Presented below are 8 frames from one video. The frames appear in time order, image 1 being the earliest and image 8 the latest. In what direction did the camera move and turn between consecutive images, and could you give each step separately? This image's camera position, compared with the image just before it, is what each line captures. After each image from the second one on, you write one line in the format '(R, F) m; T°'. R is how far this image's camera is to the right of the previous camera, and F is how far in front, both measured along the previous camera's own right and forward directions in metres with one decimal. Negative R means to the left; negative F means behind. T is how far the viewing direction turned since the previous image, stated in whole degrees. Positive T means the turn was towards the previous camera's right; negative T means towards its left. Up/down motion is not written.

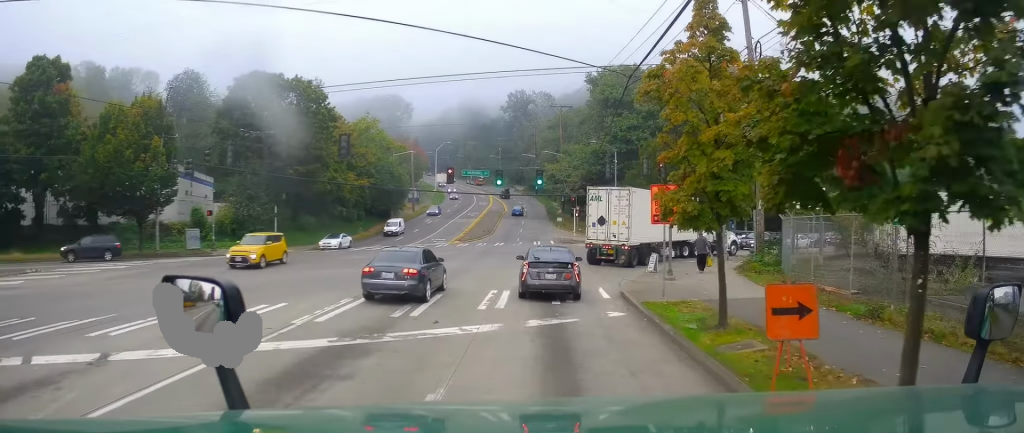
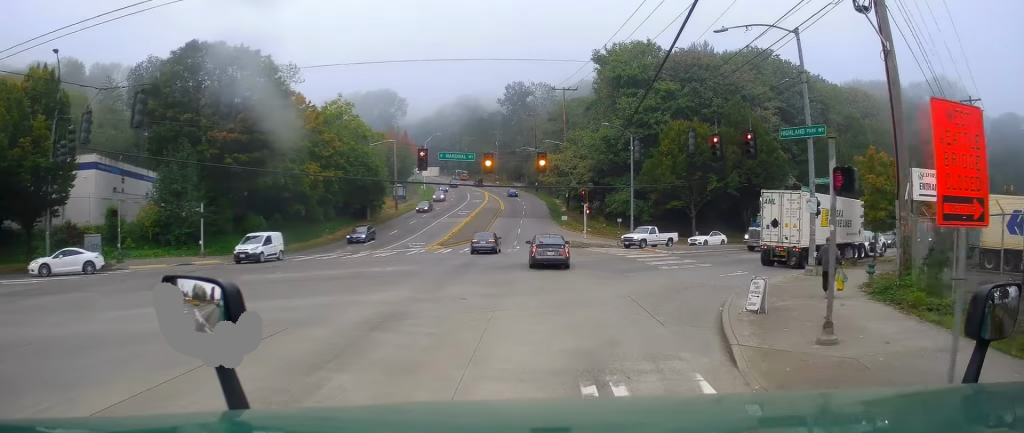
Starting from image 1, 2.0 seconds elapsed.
(-1.4, +10.7) m; -18°
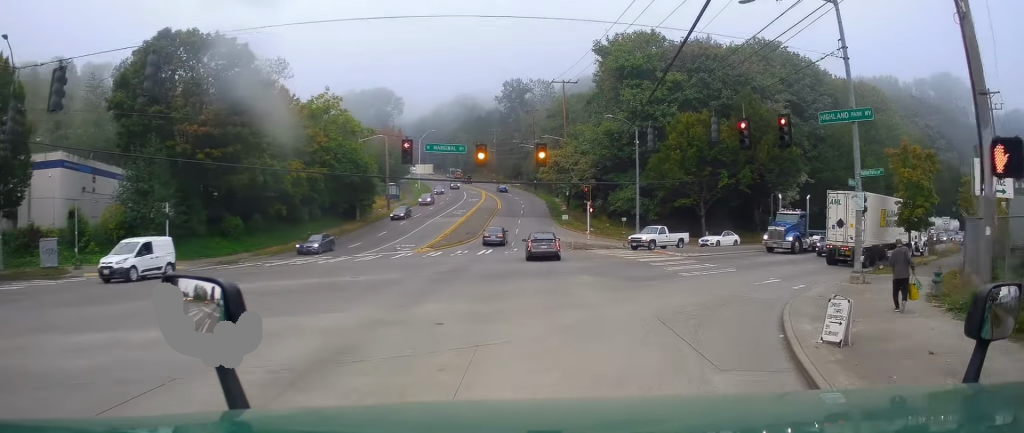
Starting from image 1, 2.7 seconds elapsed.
(-0.4, +3.8) m; -5°
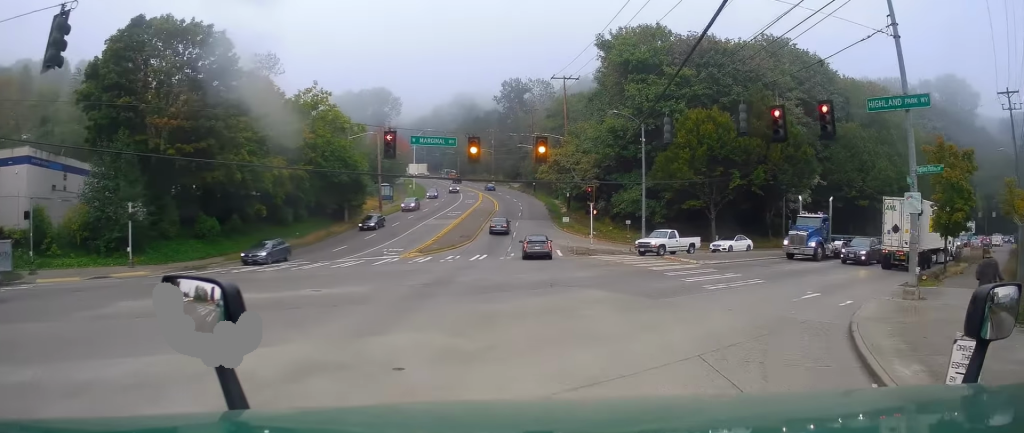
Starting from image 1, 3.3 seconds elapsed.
(-0.2, +3.8) m; -1°
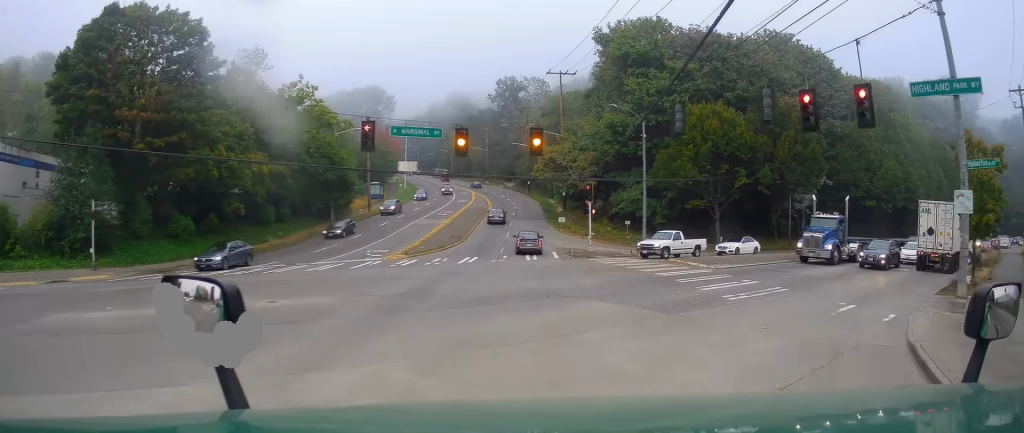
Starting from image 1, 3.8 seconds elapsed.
(-0.1, +2.7) m; +4°
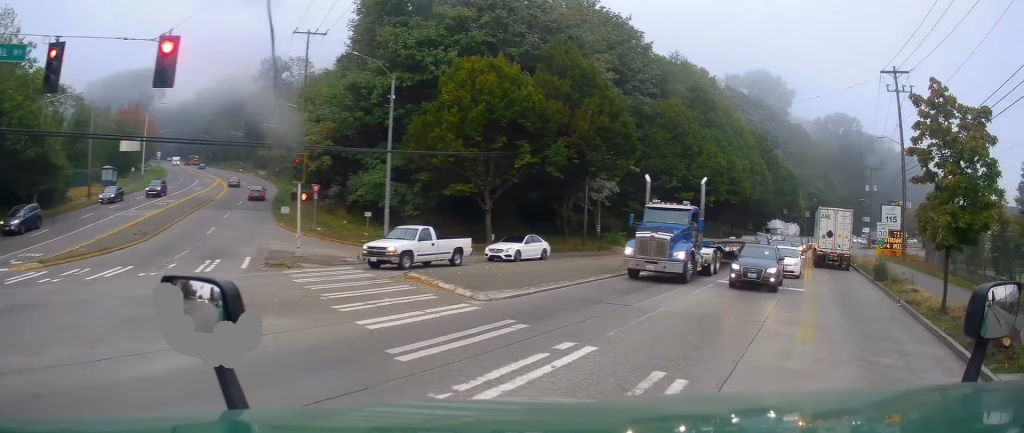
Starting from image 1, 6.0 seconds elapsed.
(+1.7, +13.6) m; +8°
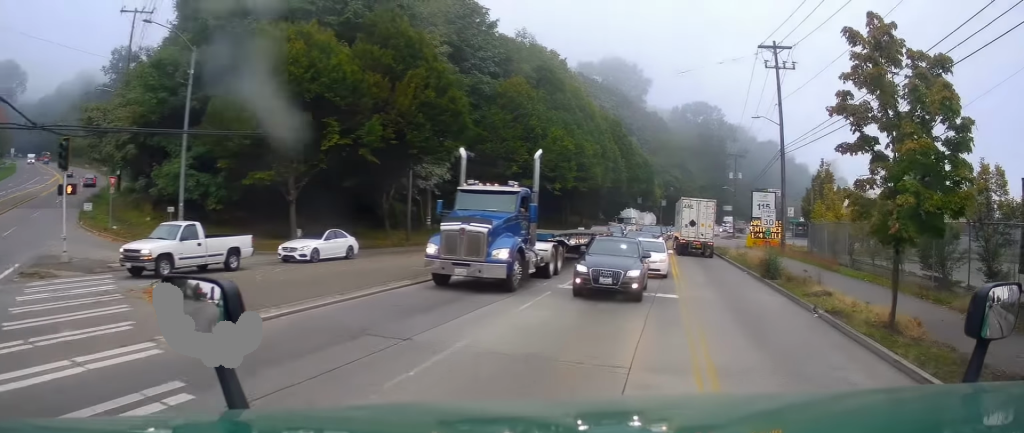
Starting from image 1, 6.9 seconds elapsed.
(+0.2, +5.6) m; +7°
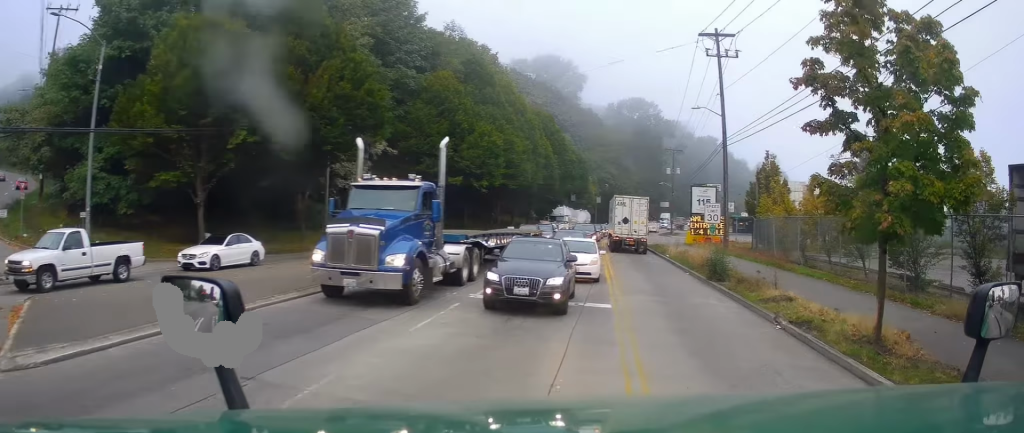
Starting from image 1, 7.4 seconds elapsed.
(+0.1, +2.5) m; +7°
